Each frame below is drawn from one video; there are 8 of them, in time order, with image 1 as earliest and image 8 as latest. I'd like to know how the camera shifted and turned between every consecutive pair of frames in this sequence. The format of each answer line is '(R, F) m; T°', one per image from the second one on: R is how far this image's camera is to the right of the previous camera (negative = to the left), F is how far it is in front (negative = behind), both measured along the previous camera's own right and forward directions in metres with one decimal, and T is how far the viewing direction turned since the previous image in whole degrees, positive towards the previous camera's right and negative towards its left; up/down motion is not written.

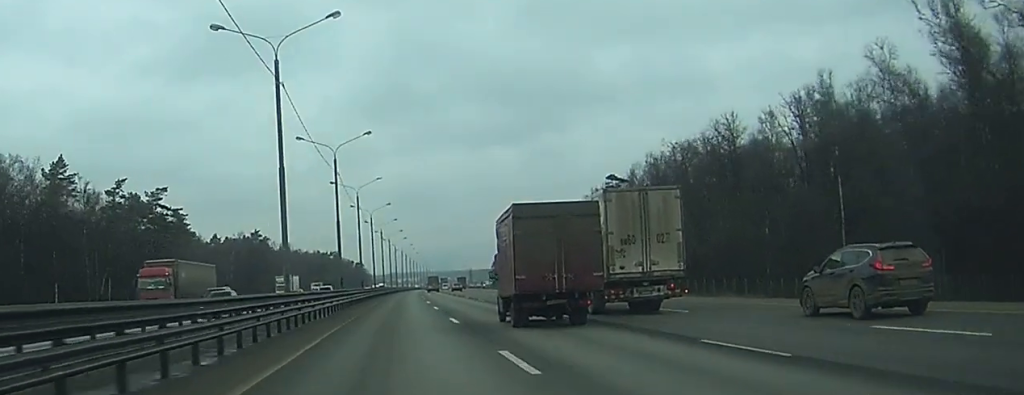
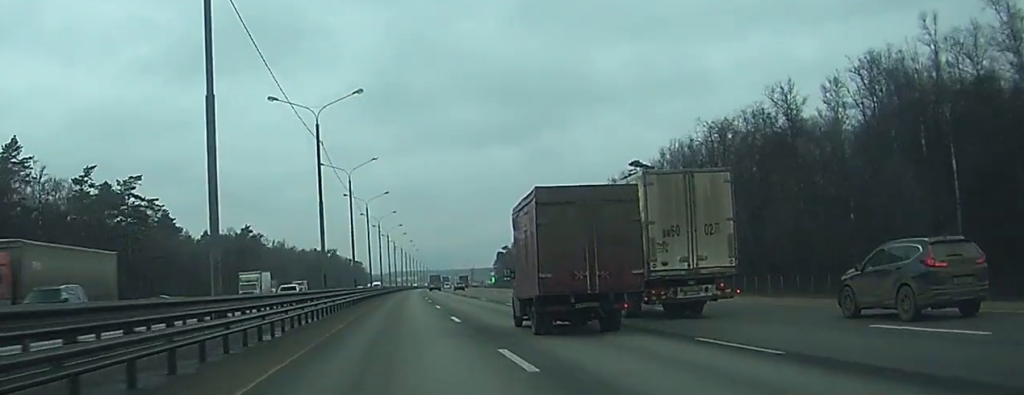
(0.0, +15.8) m; 0°
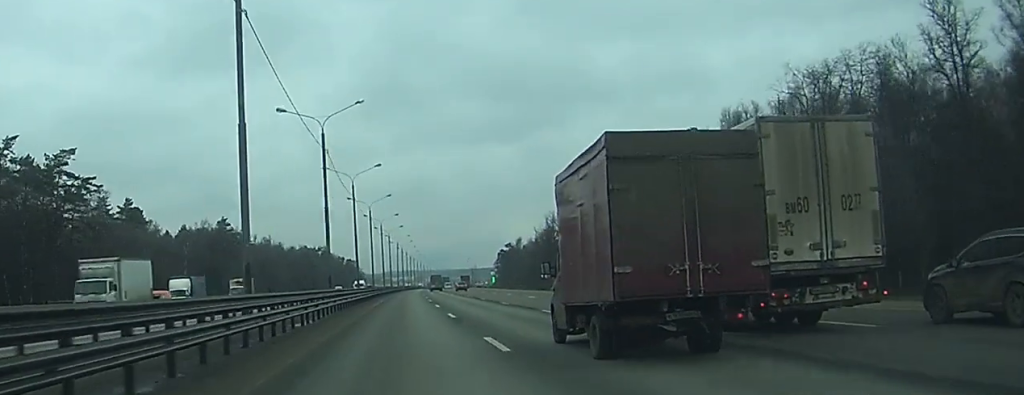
(+0.1, +28.4) m; 0°
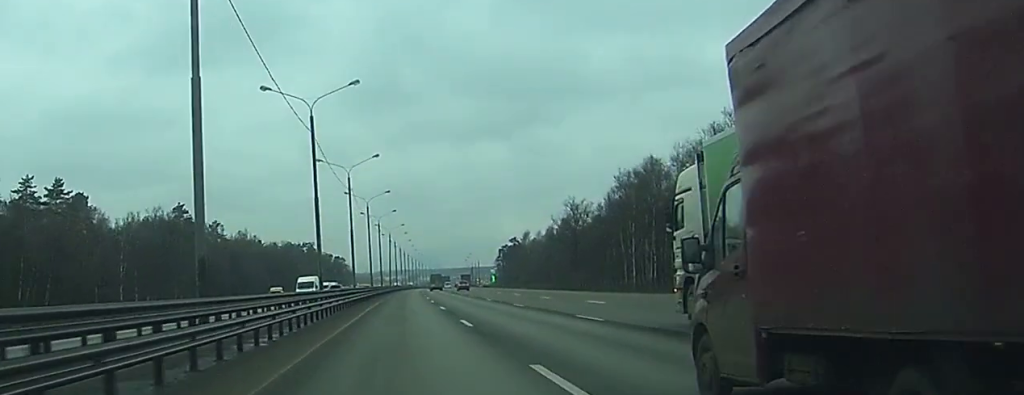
(+0.1, +38.9) m; 0°
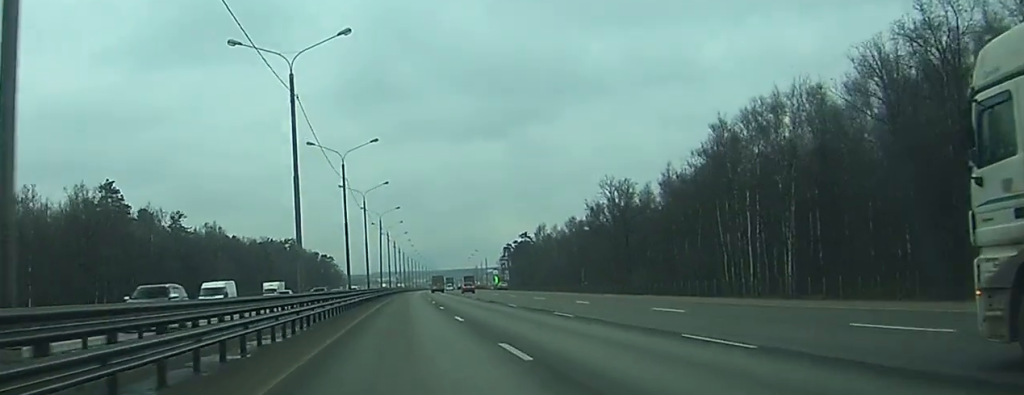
(+0.2, +44.2) m; +1°
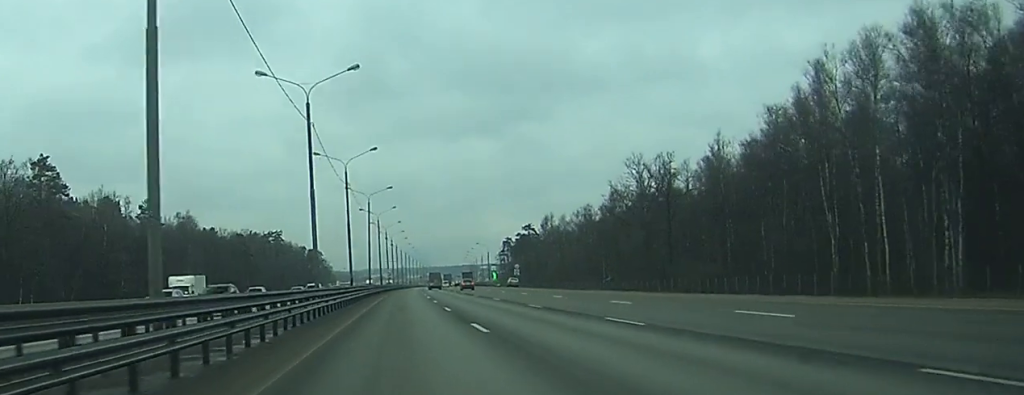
(0.0, +25.3) m; 0°
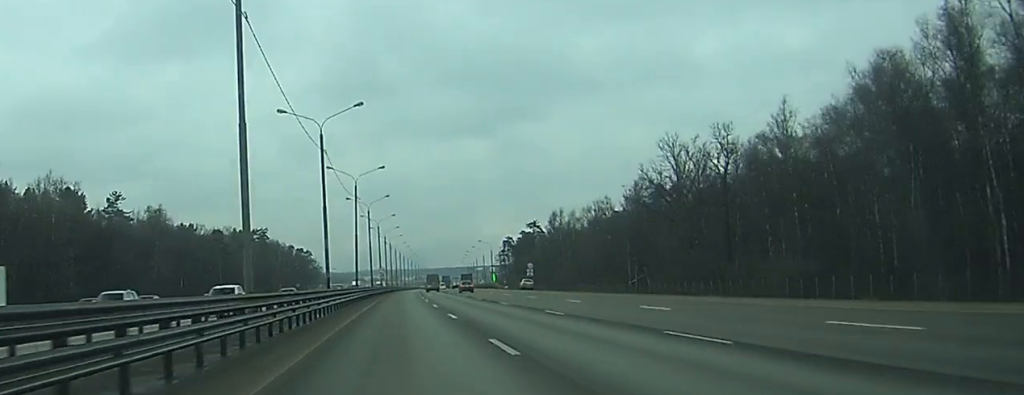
(0.0, +22.0) m; 0°
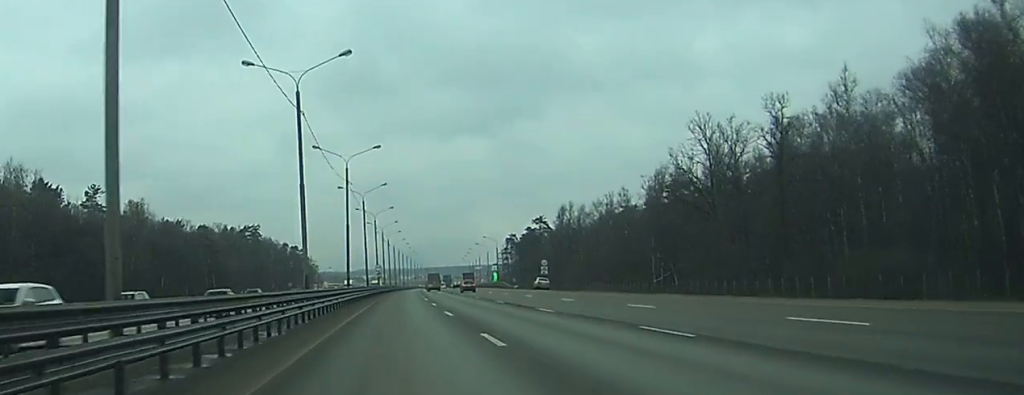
(0.0, +13.6) m; 0°
